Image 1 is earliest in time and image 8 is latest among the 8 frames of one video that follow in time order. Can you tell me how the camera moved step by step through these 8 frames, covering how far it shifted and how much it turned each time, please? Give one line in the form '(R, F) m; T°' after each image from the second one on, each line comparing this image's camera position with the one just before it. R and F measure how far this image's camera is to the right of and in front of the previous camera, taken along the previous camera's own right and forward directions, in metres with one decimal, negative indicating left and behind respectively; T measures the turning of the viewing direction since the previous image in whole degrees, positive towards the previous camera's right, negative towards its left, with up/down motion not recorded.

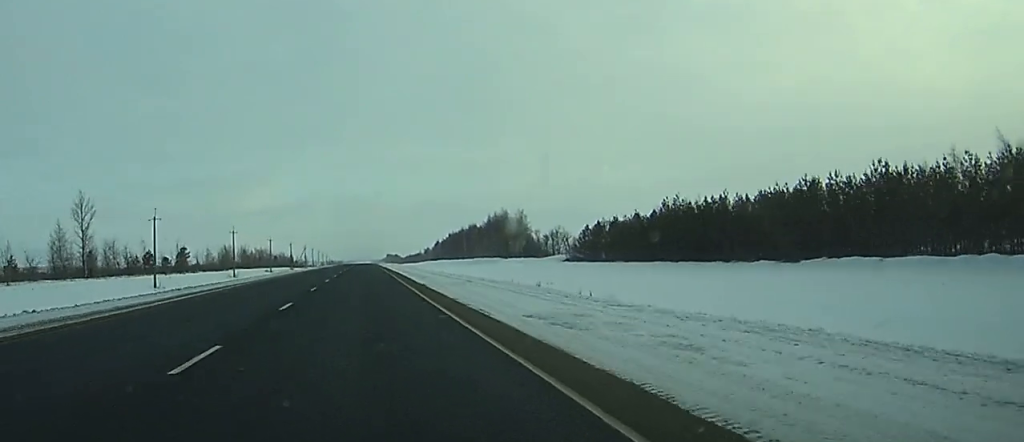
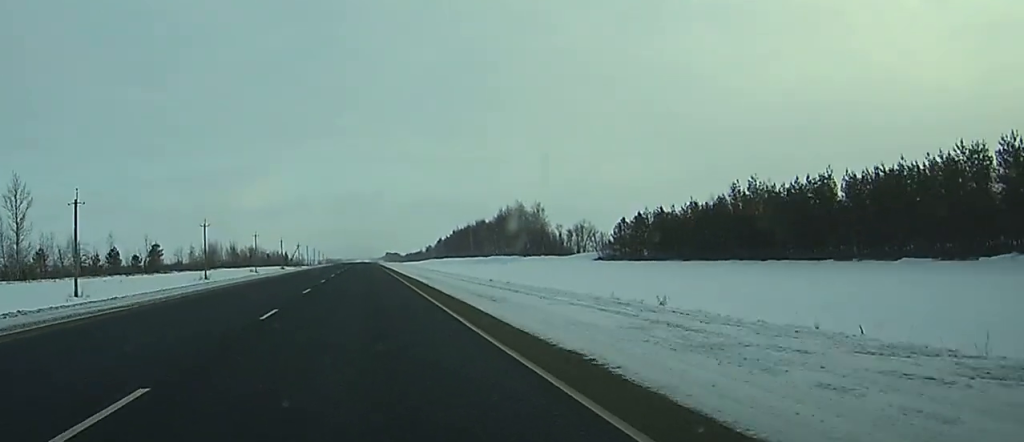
(0.0, +28.1) m; 0°
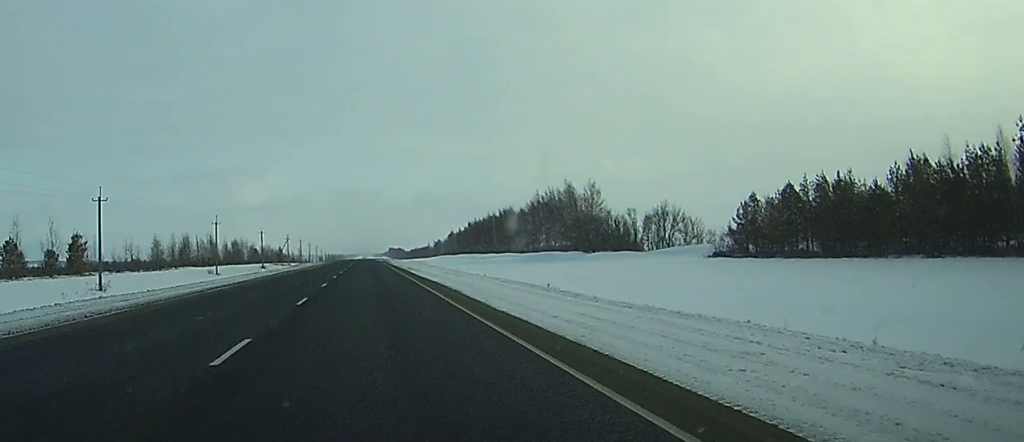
(-0.2, +55.2) m; 0°
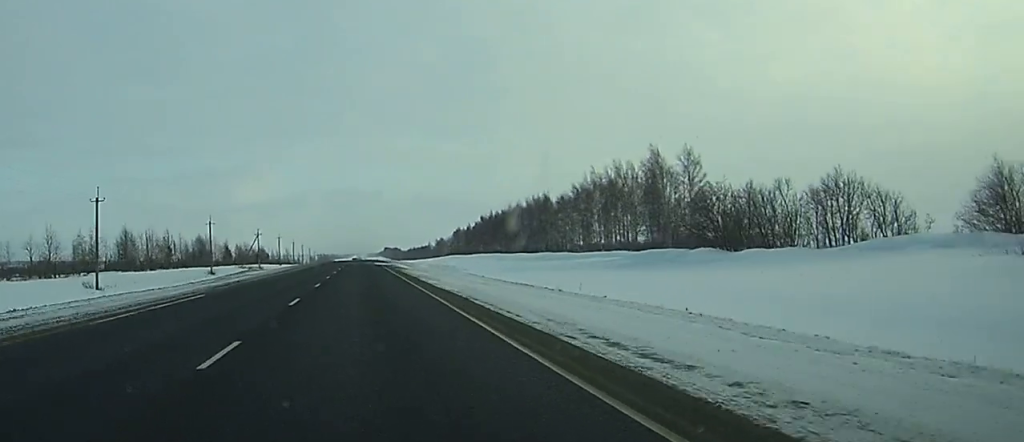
(+0.2, +60.1) m; 0°
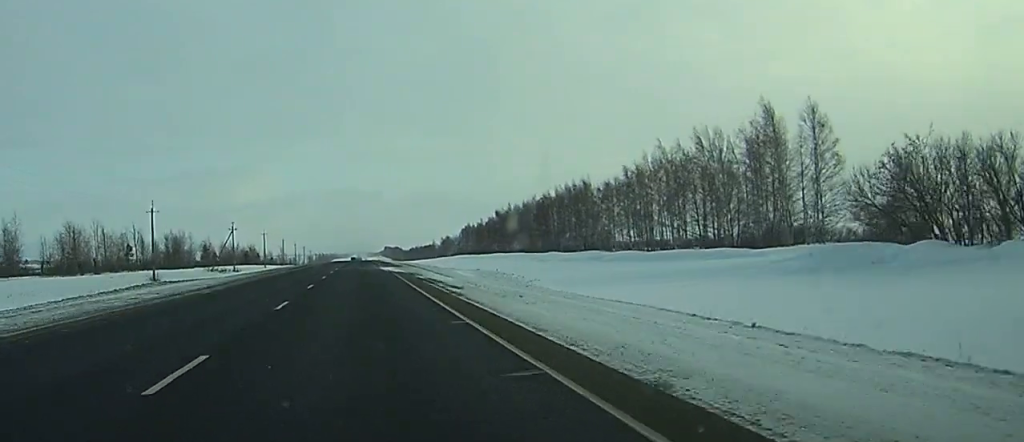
(0.0, +37.8) m; 0°
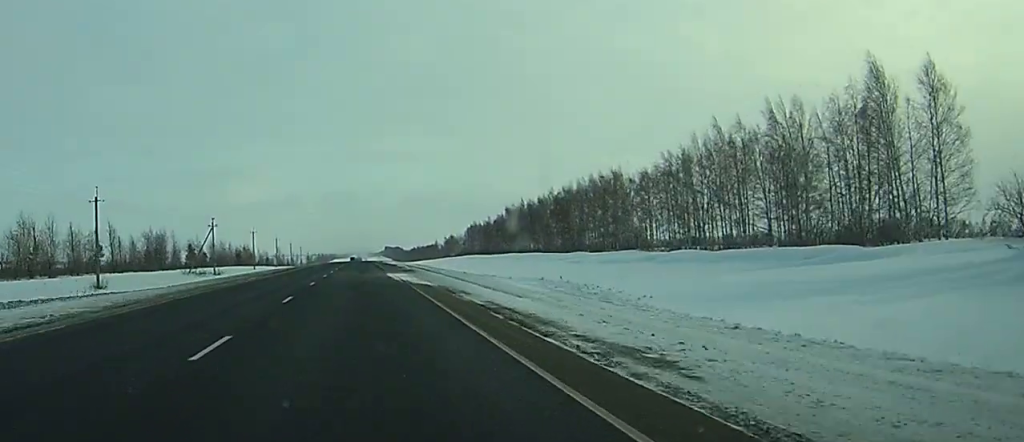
(0.0, +21.3) m; 0°
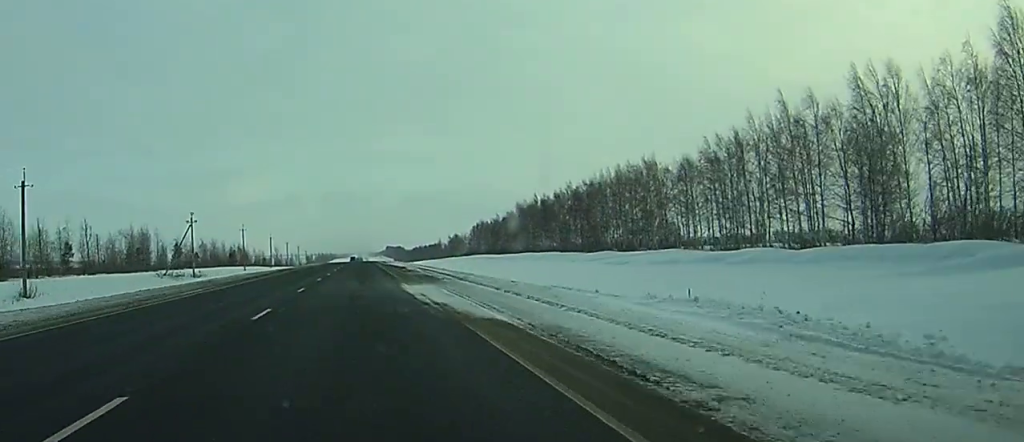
(0.0, +17.7) m; 0°
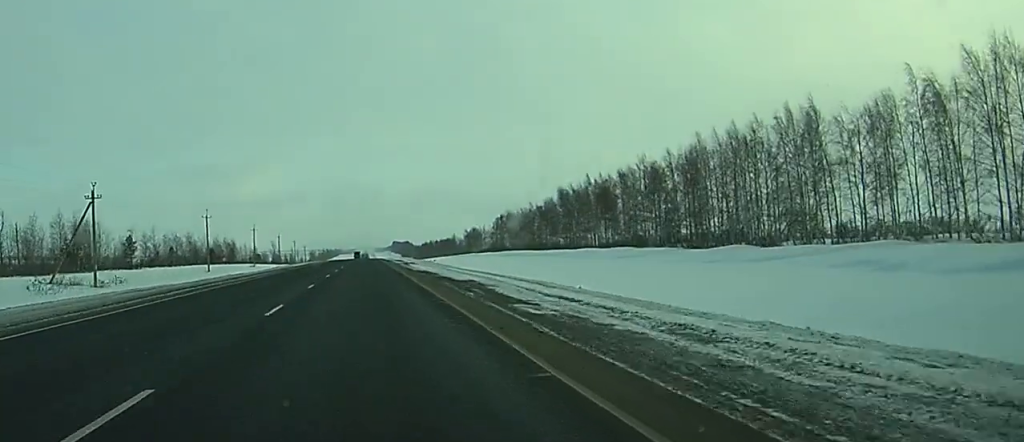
(-0.1, +47.2) m; 0°
